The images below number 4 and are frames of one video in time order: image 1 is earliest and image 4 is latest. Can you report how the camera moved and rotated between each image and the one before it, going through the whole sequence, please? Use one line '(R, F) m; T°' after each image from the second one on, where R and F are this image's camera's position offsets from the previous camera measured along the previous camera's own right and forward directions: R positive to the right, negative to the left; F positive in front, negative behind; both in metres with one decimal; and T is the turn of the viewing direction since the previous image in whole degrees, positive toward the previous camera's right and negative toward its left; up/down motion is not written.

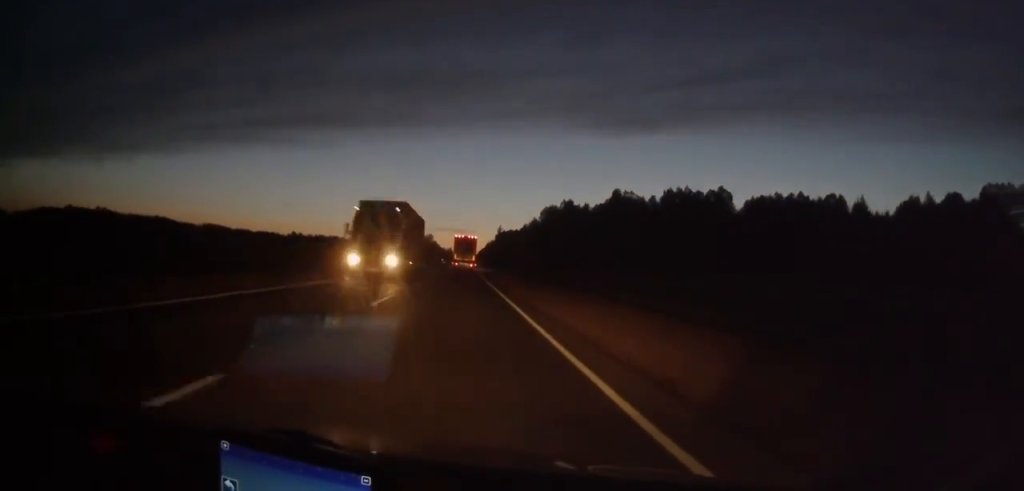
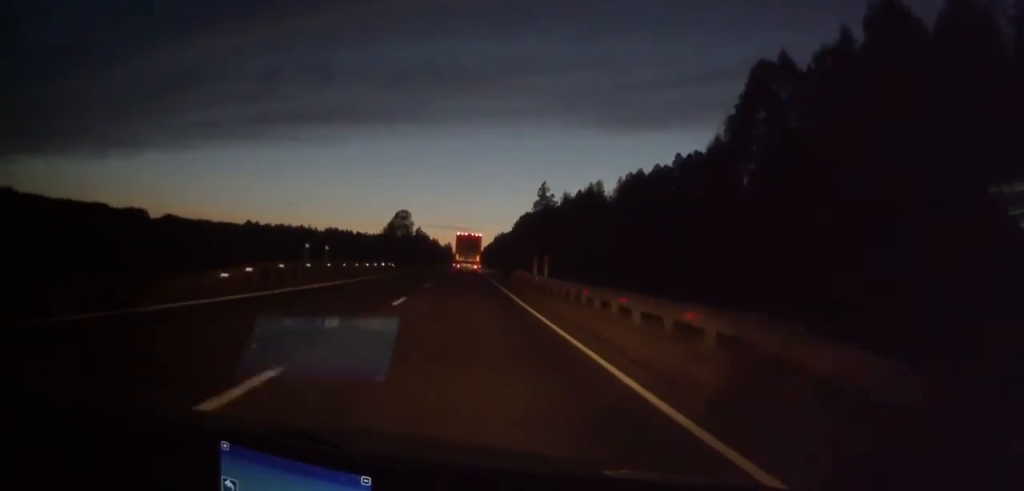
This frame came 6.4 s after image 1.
(+0.1, +163.1) m; 0°
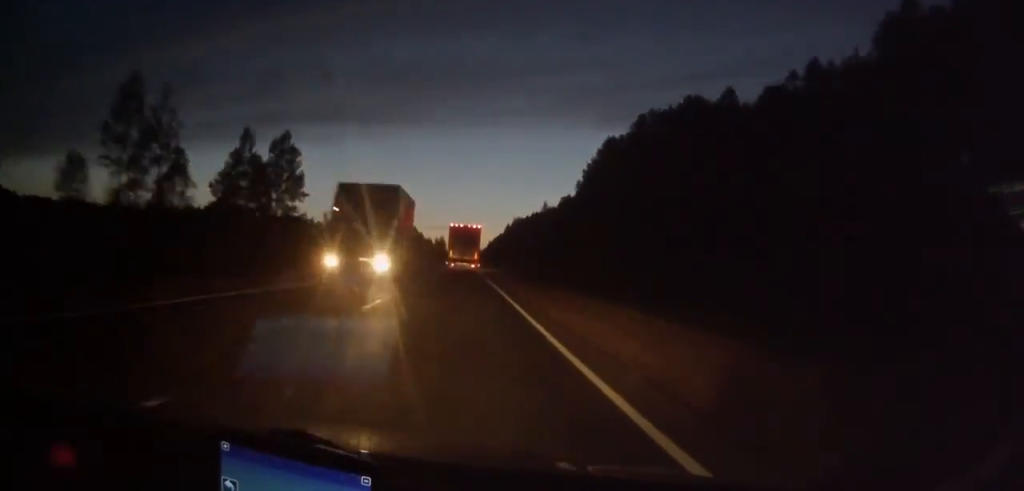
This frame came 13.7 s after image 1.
(+0.4, +197.4) m; 0°
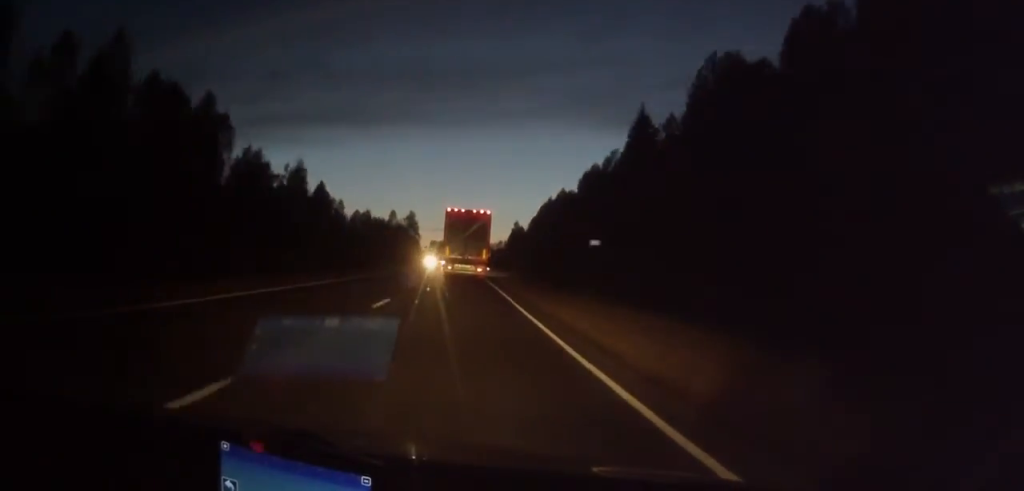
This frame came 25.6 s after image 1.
(-0.9, +305.6) m; 0°
